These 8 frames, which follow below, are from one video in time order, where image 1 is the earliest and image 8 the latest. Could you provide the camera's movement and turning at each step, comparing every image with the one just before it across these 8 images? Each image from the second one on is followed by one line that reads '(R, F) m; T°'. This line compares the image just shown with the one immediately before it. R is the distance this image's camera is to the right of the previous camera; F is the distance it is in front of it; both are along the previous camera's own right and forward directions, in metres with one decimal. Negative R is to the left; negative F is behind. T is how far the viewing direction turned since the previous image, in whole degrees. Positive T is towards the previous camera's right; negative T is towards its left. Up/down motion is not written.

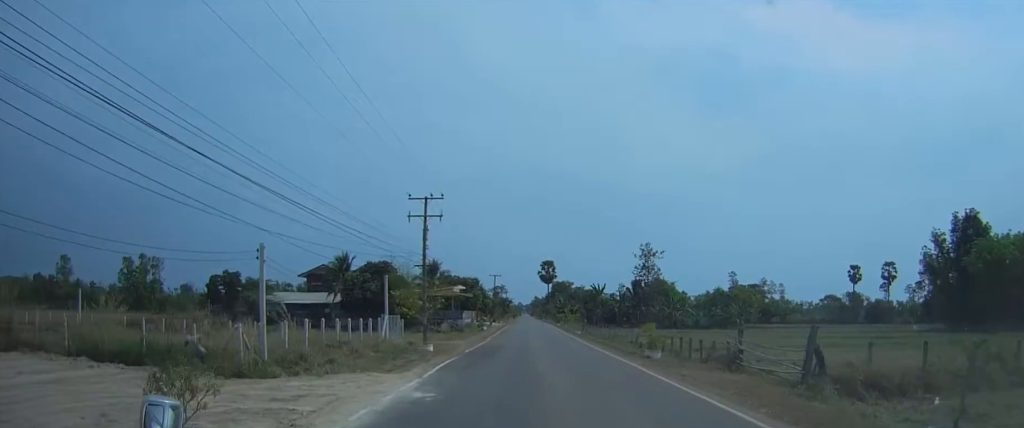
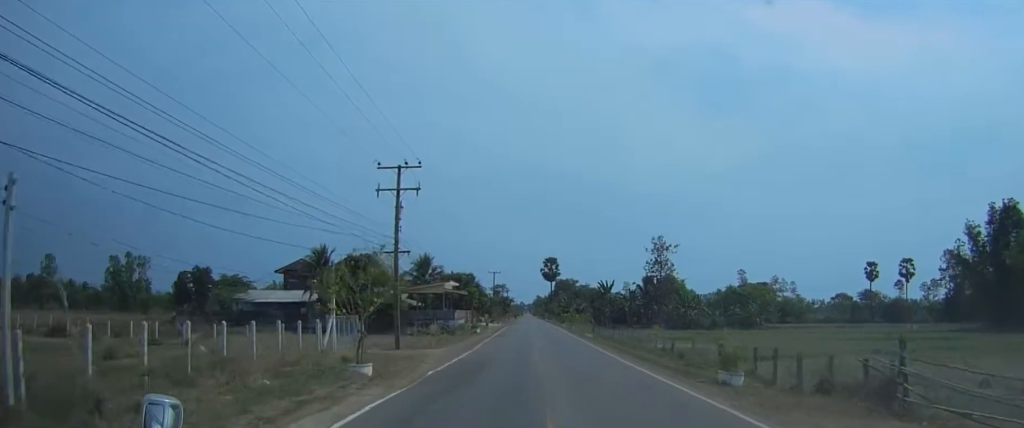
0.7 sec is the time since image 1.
(0.0, +10.3) m; 0°
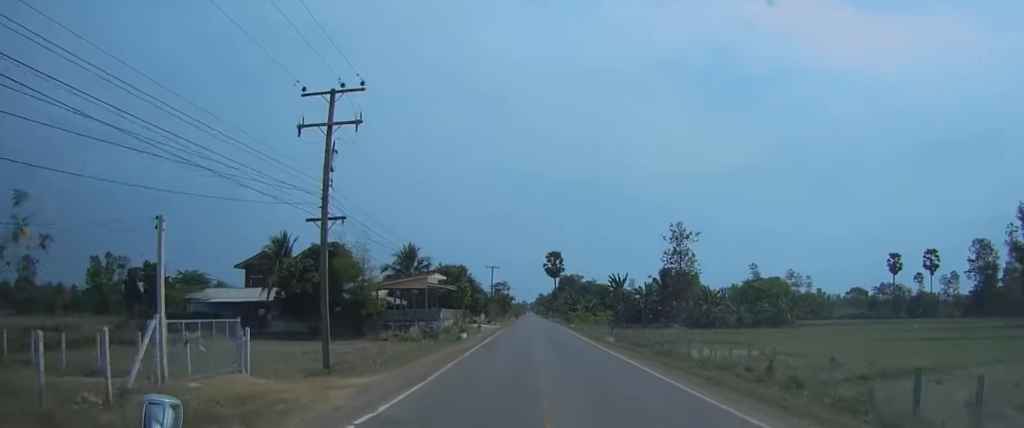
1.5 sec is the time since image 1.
(0.0, +13.4) m; 0°
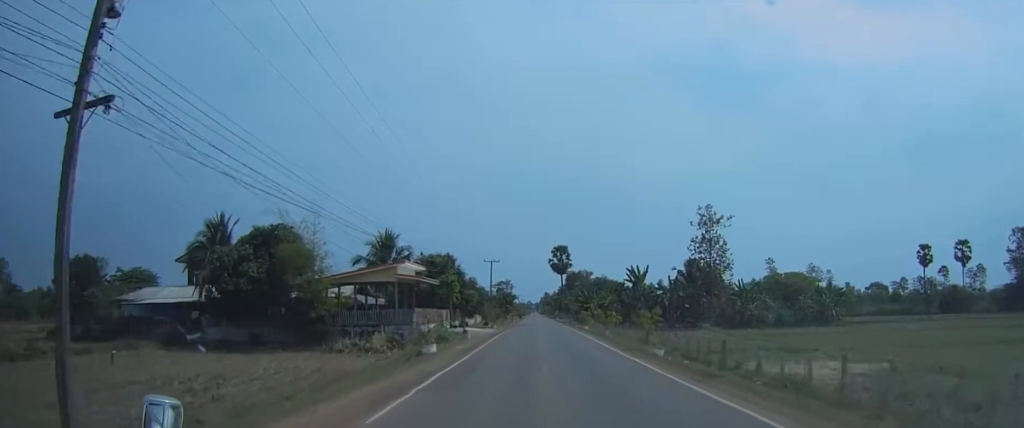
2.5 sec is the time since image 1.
(-0.1, +14.9) m; 0°
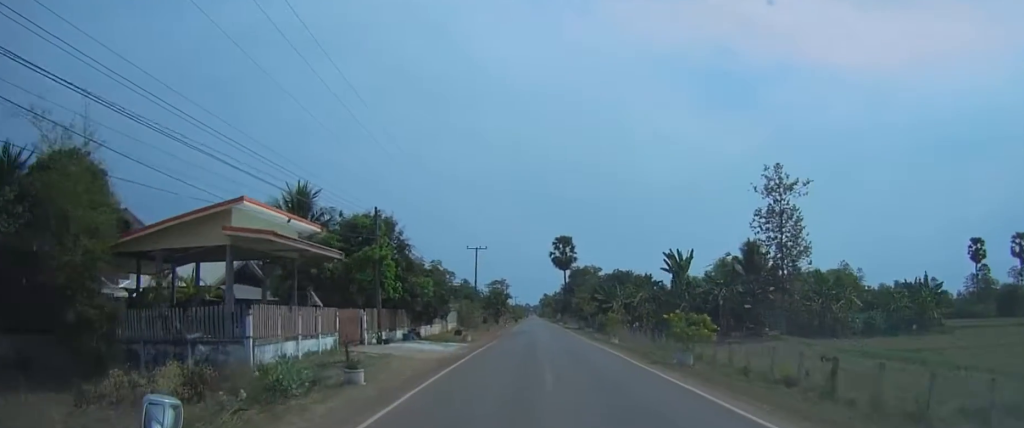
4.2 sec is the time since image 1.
(0.0, +25.5) m; -1°
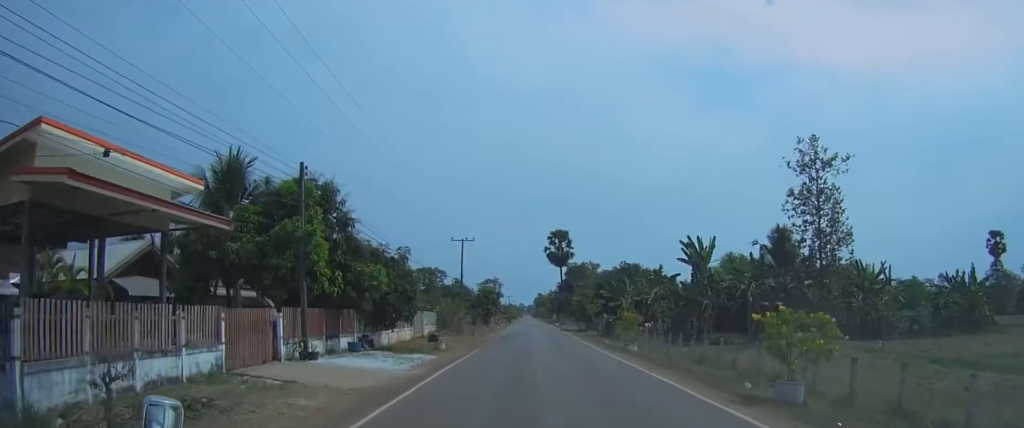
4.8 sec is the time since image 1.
(0.0, +9.6) m; 0°
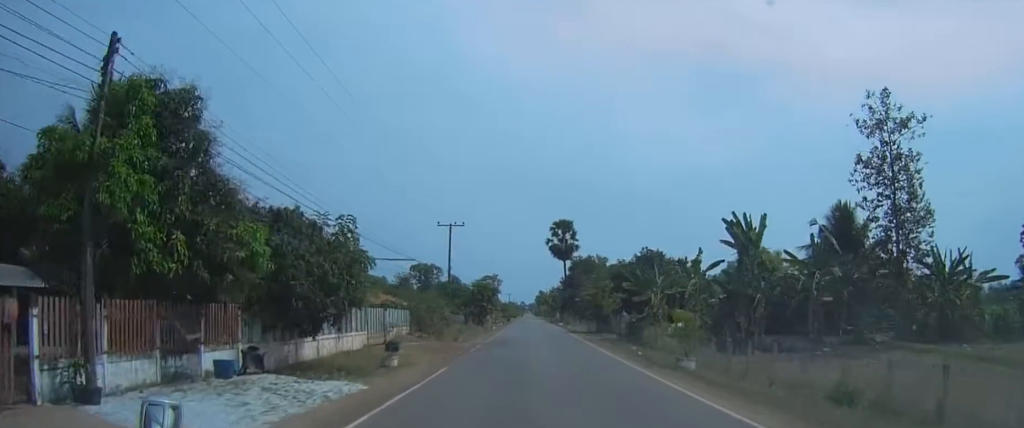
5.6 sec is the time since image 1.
(0.0, +11.6) m; 0°
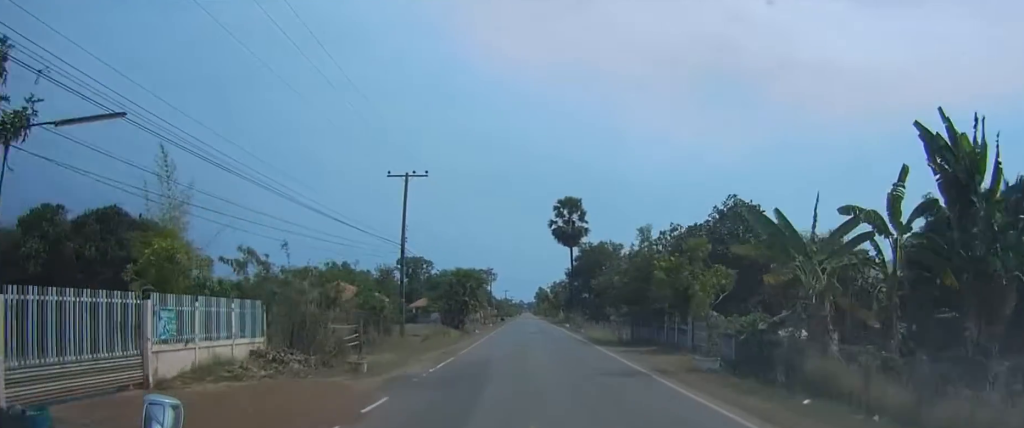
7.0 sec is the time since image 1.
(+0.1, +22.0) m; 0°
